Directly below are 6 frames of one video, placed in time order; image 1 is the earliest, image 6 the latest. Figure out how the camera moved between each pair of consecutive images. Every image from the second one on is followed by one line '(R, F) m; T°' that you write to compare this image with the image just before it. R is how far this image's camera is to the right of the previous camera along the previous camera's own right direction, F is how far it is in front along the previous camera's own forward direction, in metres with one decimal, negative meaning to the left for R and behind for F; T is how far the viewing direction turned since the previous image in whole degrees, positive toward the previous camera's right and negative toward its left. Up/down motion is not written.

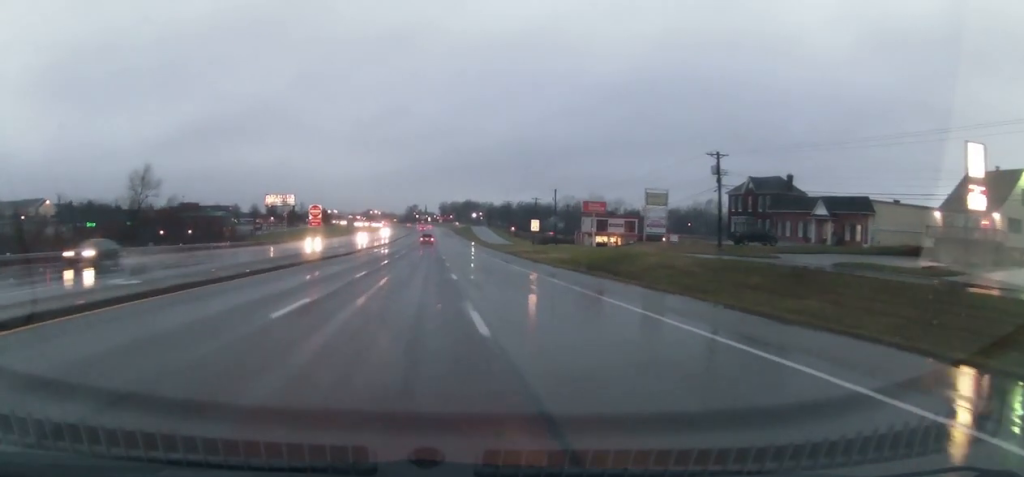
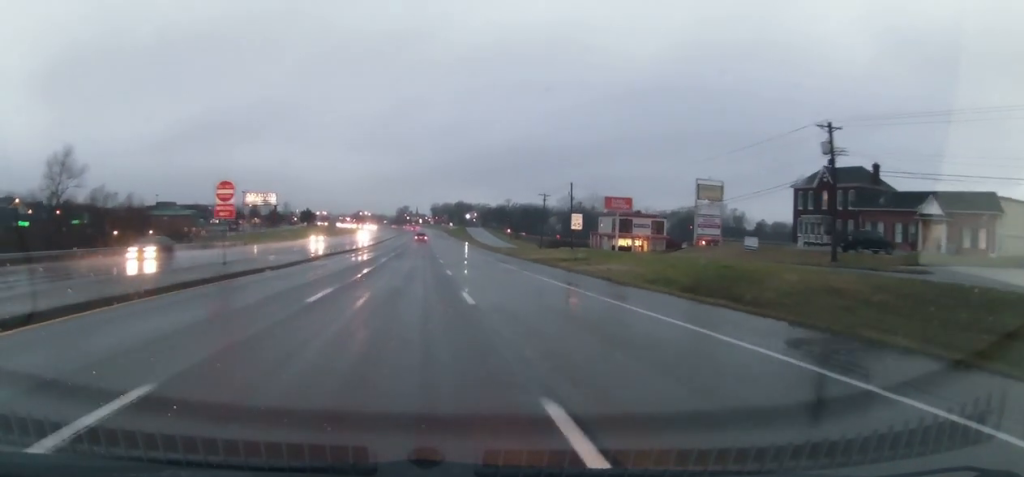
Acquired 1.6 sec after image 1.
(+0.5, +19.7) m; +2°
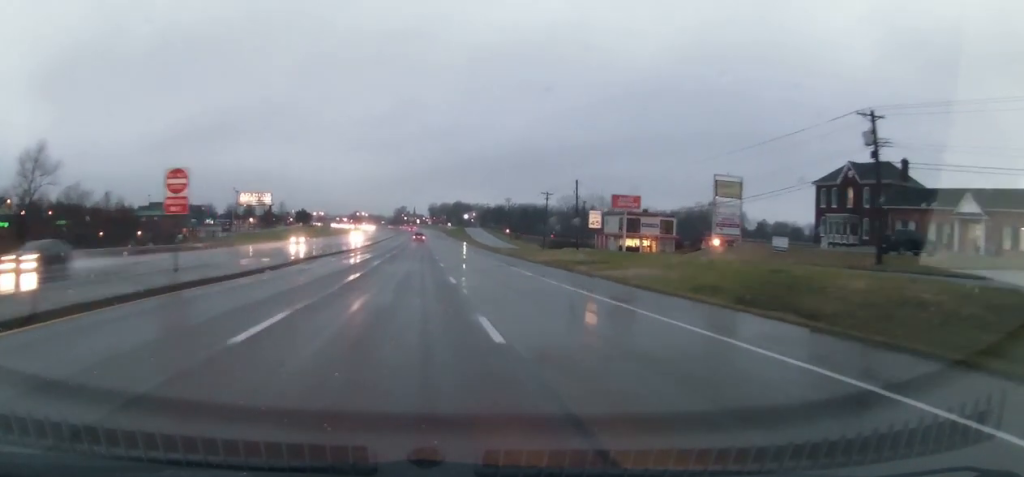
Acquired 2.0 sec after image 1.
(0.0, +5.4) m; 0°
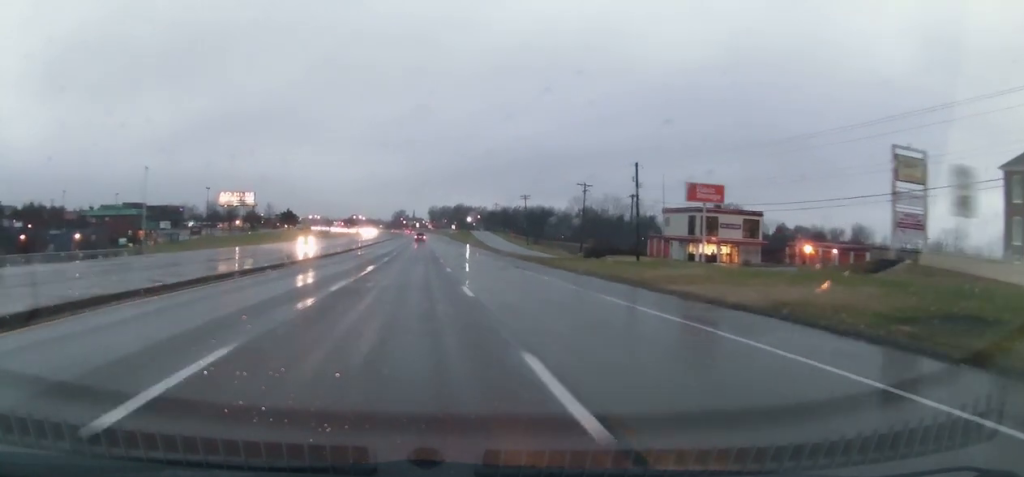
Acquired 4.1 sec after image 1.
(-0.2, +29.1) m; 0°
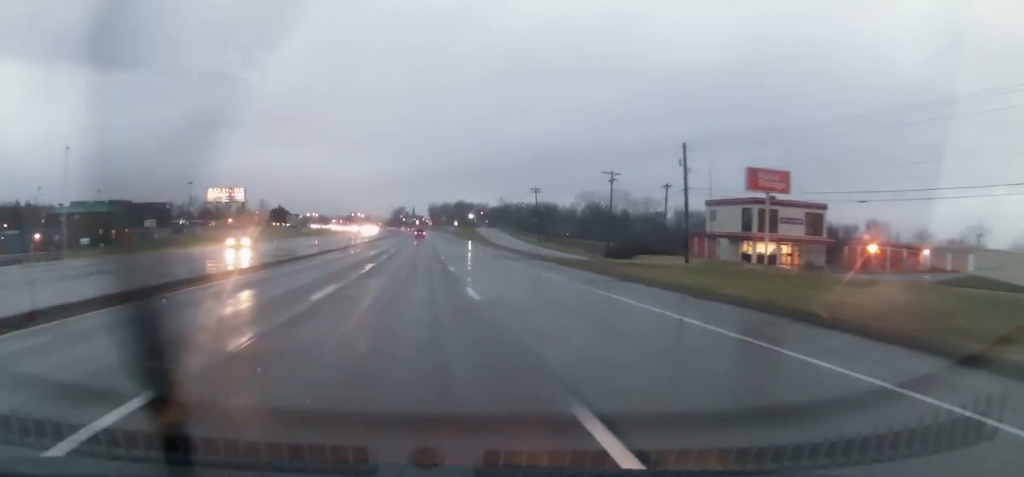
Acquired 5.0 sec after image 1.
(+0.1, +14.5) m; 0°
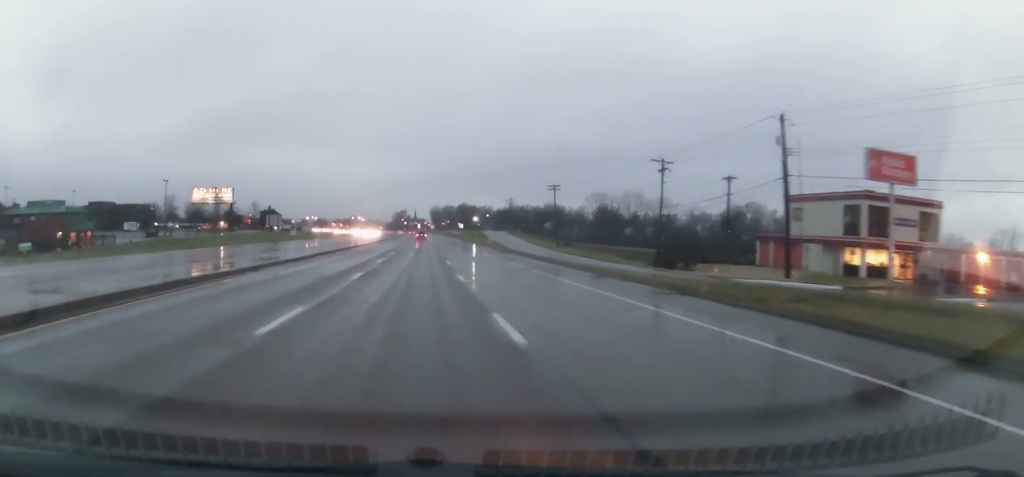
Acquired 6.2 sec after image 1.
(-0.4, +18.2) m; -1°
